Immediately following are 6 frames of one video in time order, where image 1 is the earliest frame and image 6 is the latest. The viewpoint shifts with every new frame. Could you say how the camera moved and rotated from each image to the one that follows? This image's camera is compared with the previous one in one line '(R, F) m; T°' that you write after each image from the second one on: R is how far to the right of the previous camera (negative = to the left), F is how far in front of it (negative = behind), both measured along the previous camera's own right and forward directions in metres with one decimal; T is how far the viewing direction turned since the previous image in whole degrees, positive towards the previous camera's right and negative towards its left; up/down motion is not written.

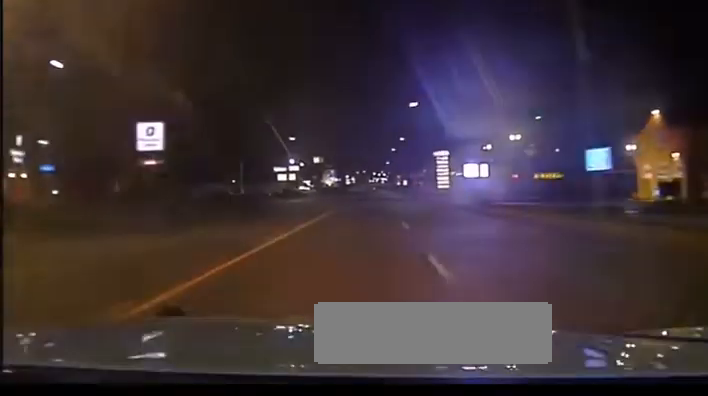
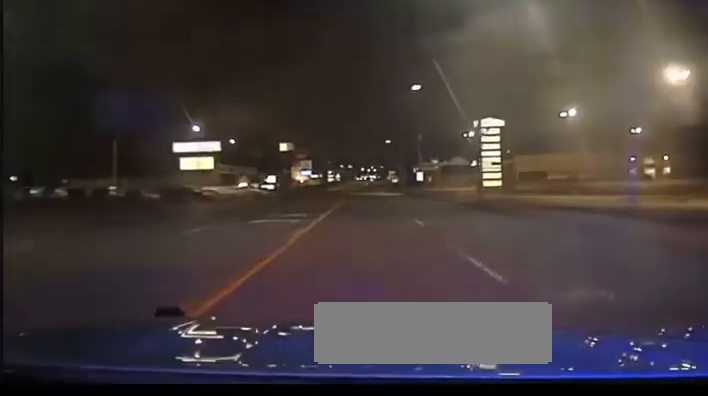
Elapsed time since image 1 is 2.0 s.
(+0.4, +85.5) m; +1°
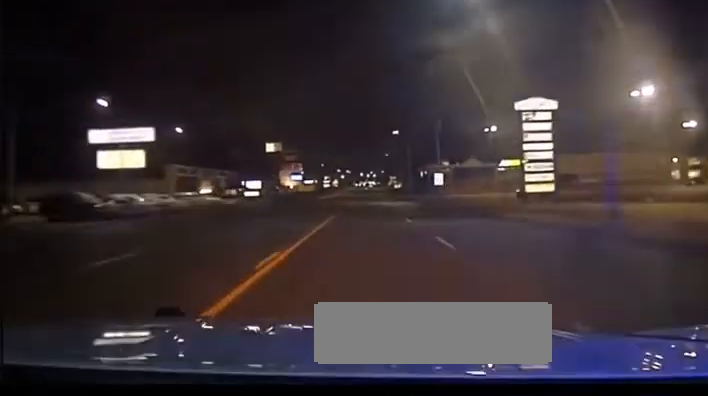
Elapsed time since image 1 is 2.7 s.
(+0.2, +29.6) m; 0°
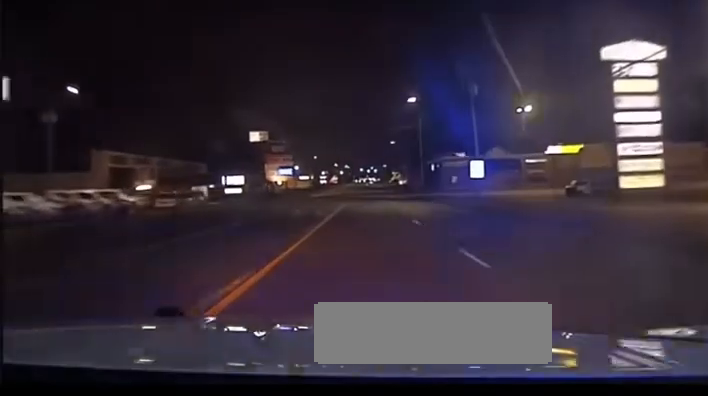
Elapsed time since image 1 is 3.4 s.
(+0.1, +28.1) m; 0°
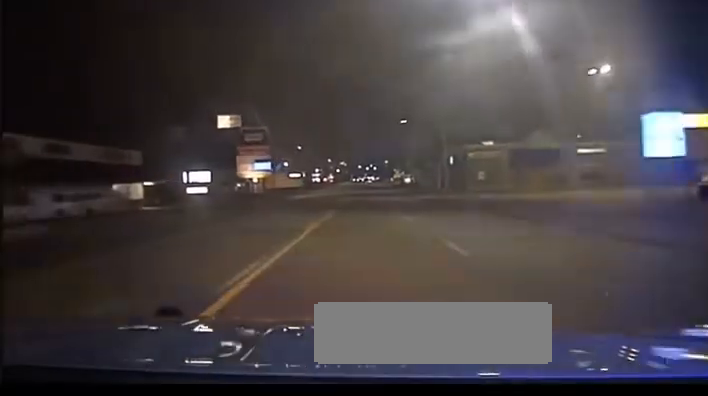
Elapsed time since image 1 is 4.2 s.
(0.0, +34.9) m; 0°
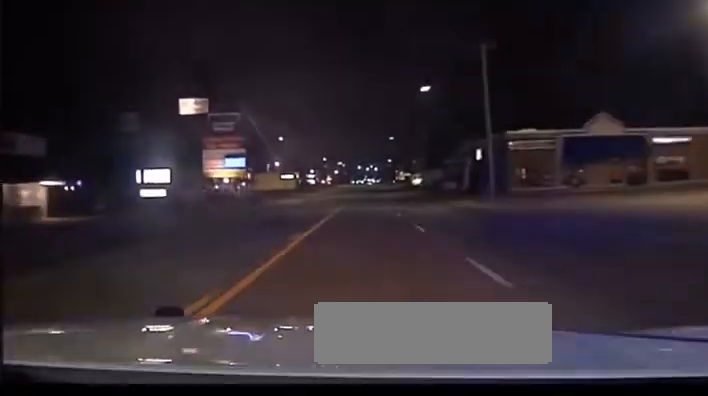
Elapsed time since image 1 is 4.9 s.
(-0.3, +28.0) m; 0°
